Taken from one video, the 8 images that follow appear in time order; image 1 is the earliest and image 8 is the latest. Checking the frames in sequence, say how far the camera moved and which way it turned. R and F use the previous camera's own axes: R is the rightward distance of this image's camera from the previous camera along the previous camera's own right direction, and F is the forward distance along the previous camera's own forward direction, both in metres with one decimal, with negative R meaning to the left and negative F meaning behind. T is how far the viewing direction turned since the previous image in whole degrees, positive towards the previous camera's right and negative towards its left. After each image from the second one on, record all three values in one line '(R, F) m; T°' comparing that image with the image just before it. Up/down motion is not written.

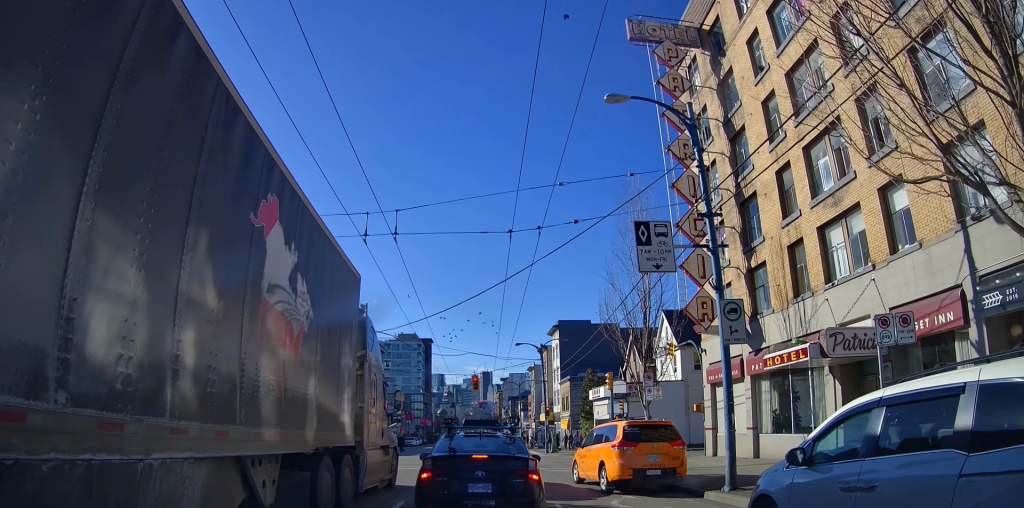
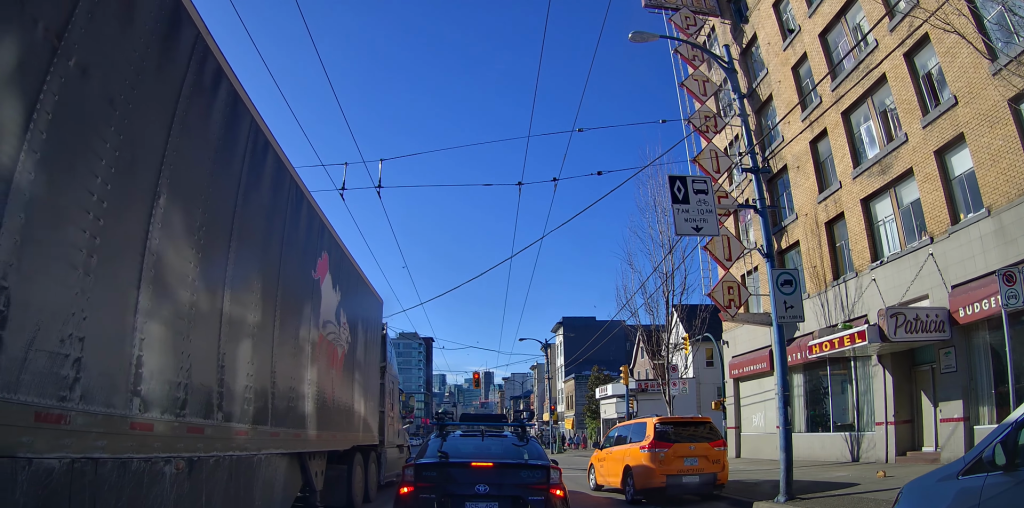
(+0.4, +3.1) m; -2°
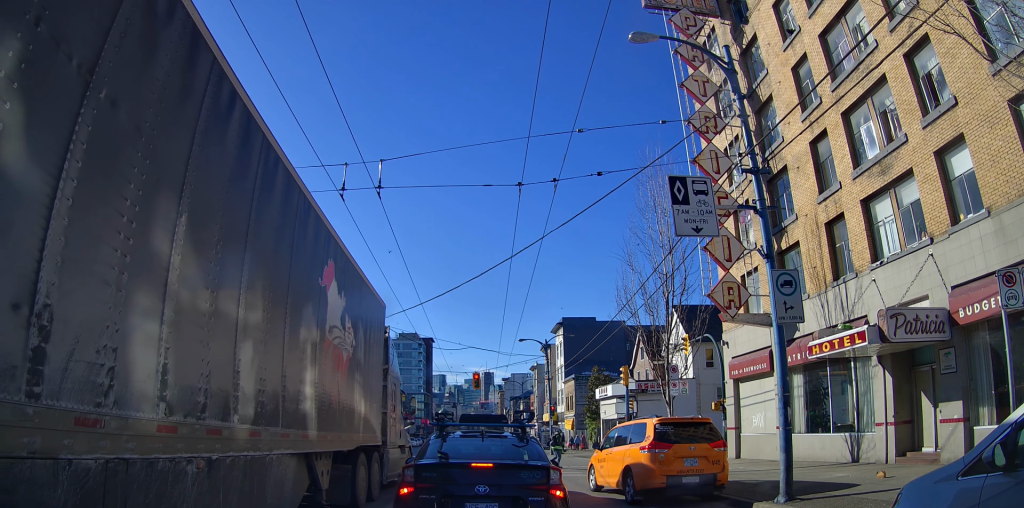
(0.0, 0.0) m; 0°
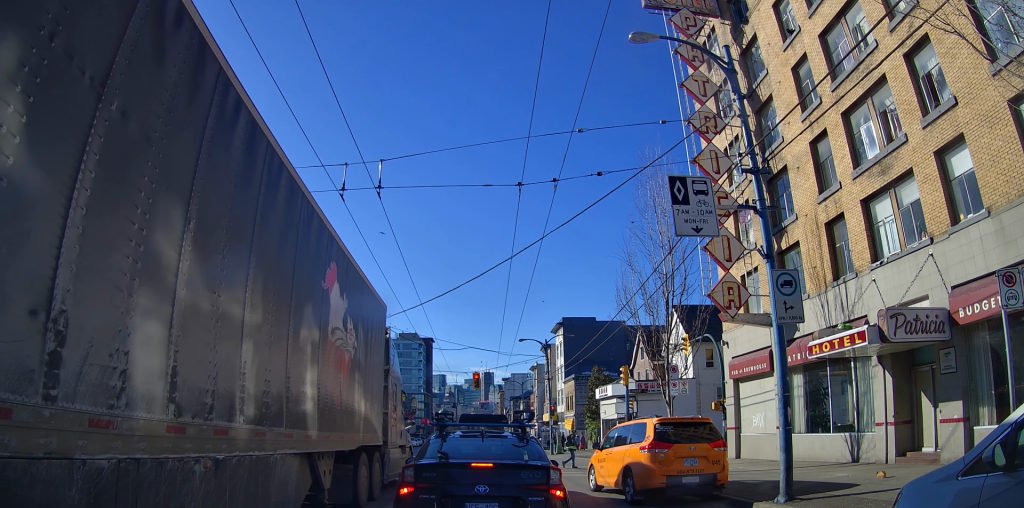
(0.0, 0.0) m; 0°
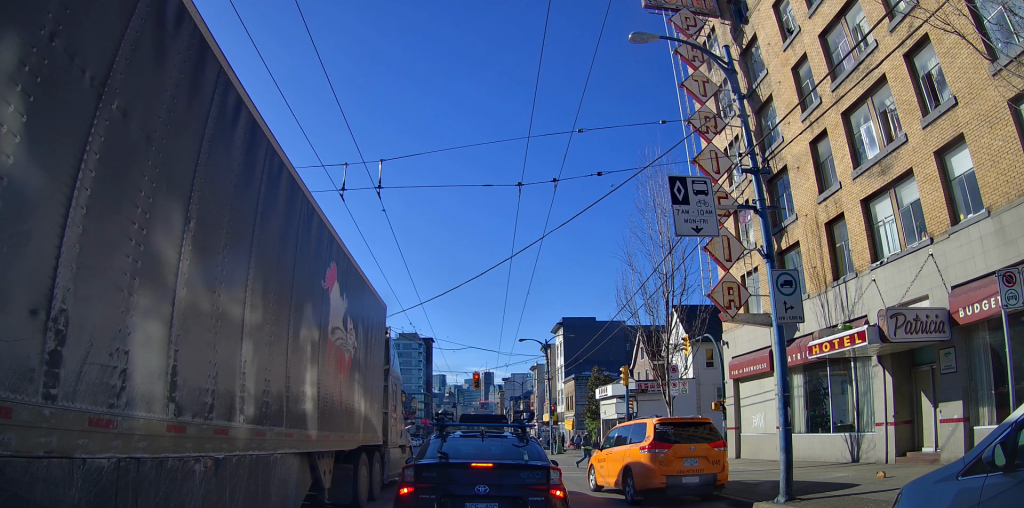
(0.0, 0.0) m; 0°
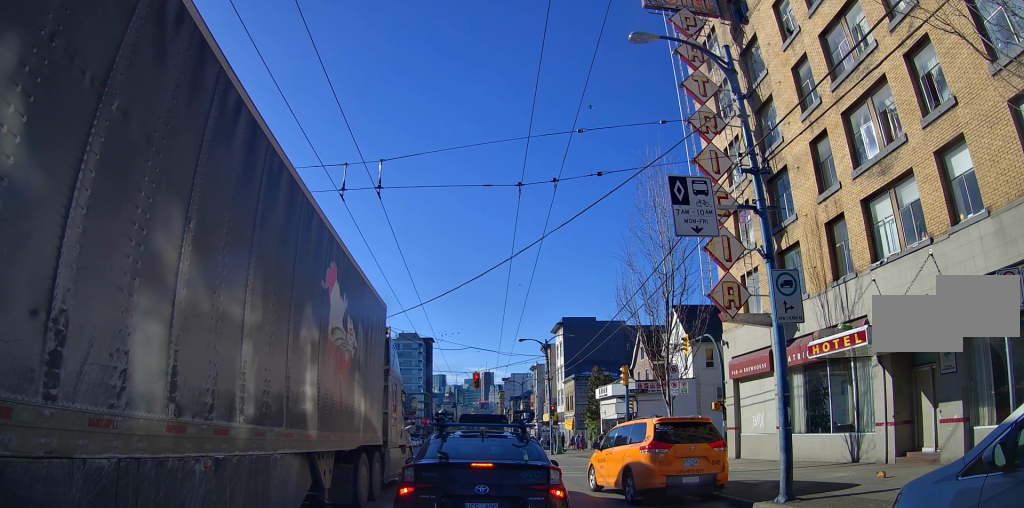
(0.0, 0.0) m; 0°
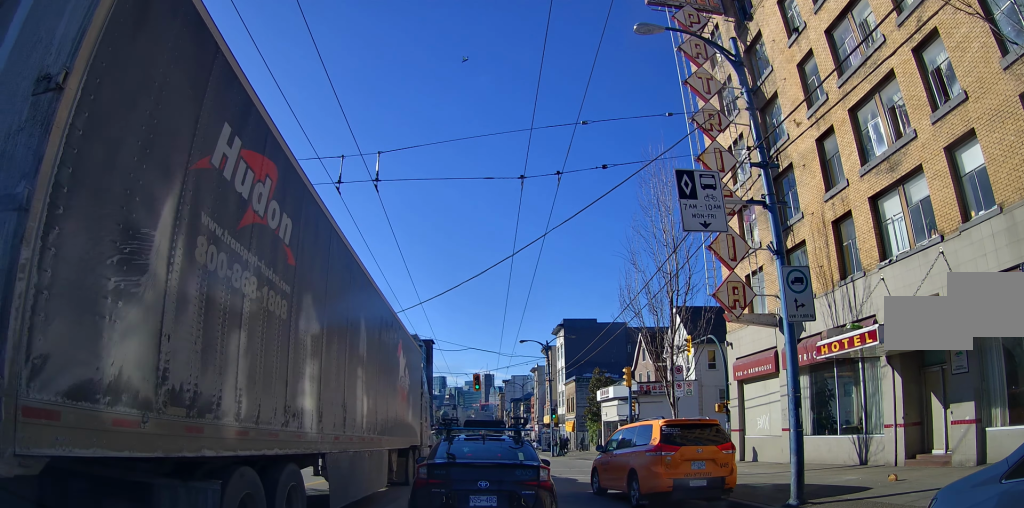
(0.0, +0.4) m; 0°
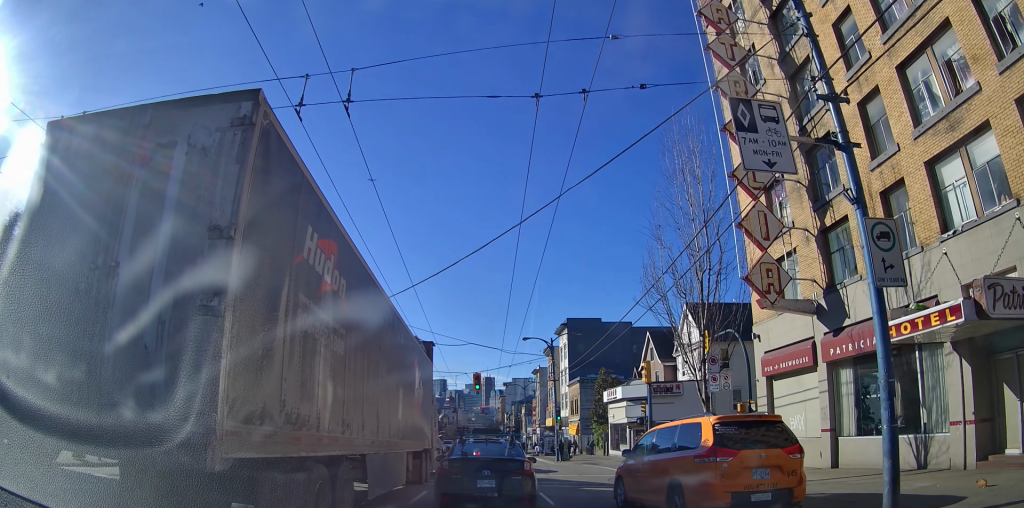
(0.0, +0.5) m; 0°
